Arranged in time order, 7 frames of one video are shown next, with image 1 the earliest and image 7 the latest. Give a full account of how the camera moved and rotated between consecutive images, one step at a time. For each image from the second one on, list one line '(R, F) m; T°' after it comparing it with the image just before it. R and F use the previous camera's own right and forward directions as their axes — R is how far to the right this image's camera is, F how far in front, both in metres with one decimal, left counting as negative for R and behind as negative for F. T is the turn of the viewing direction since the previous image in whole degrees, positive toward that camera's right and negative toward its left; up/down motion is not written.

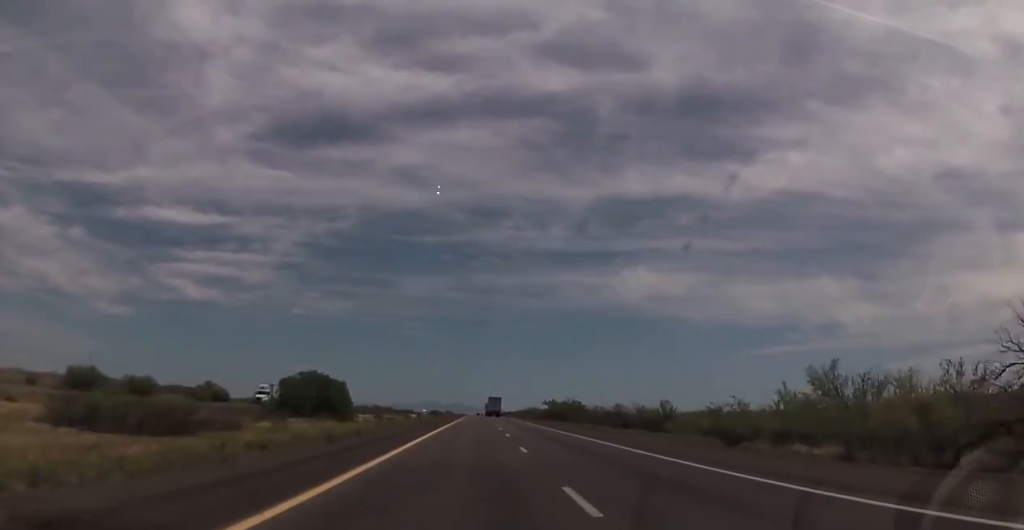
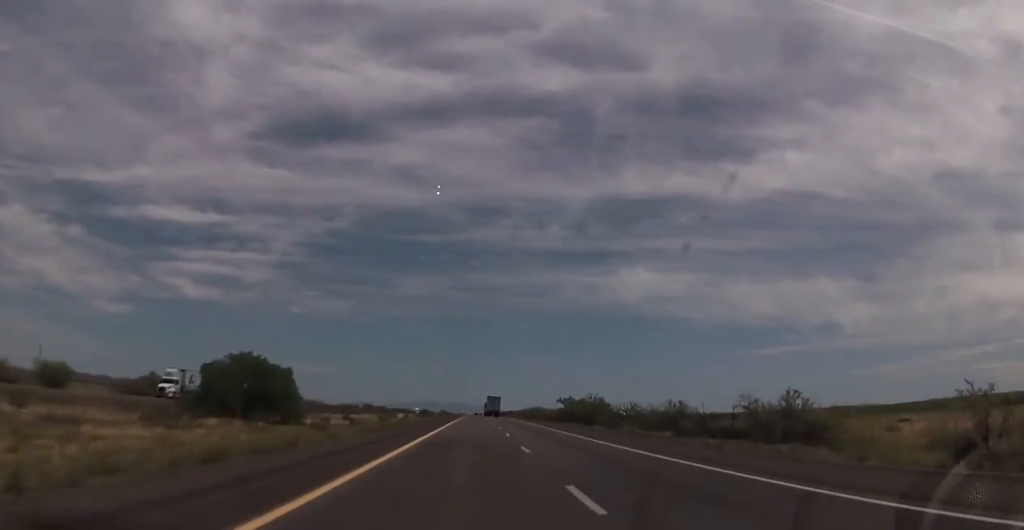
(-0.3, +24.2) m; 0°
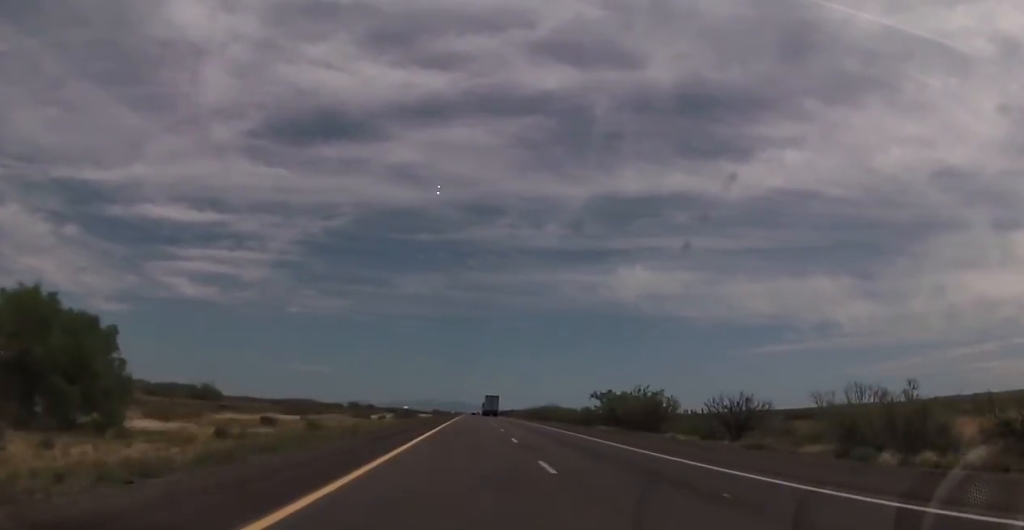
(+0.2, +31.3) m; 0°
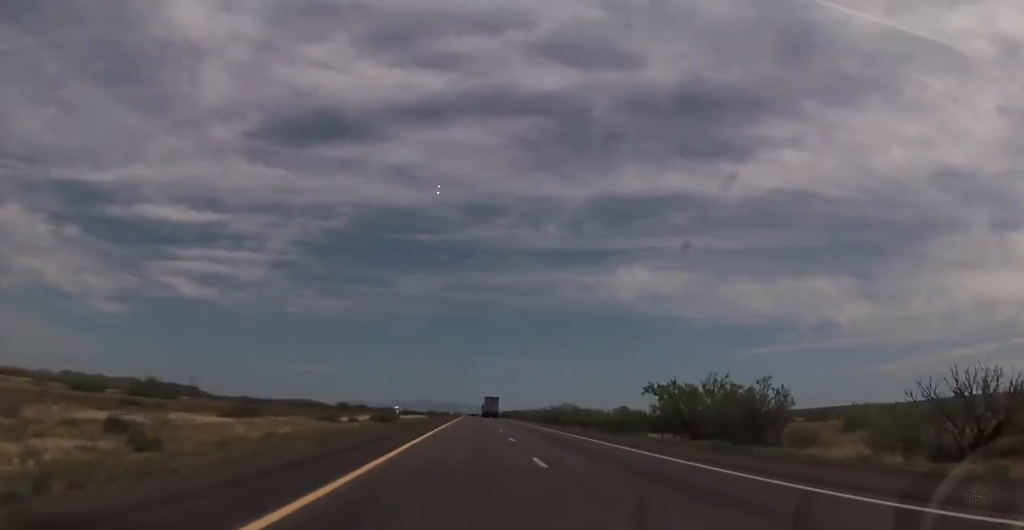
(+0.1, +22.8) m; 0°
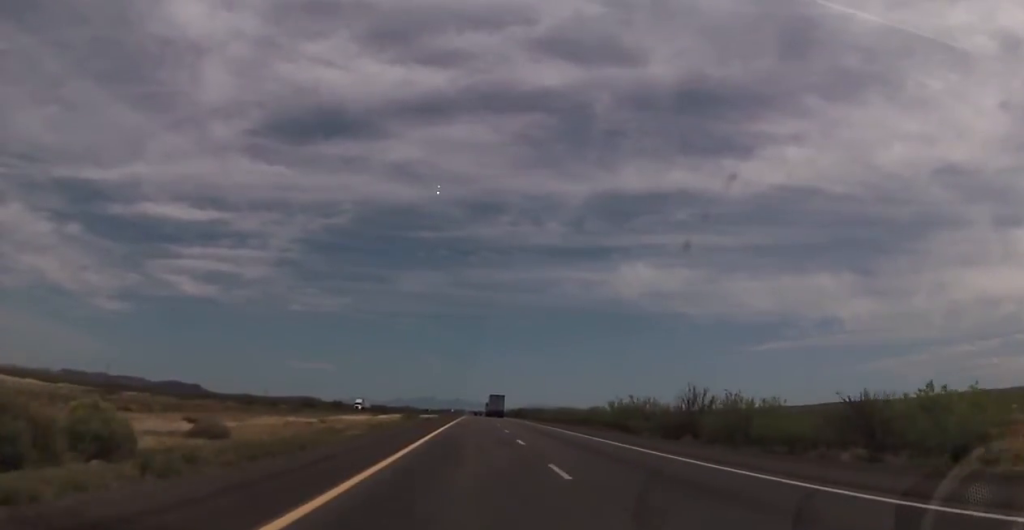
(+0.1, +63.8) m; 0°
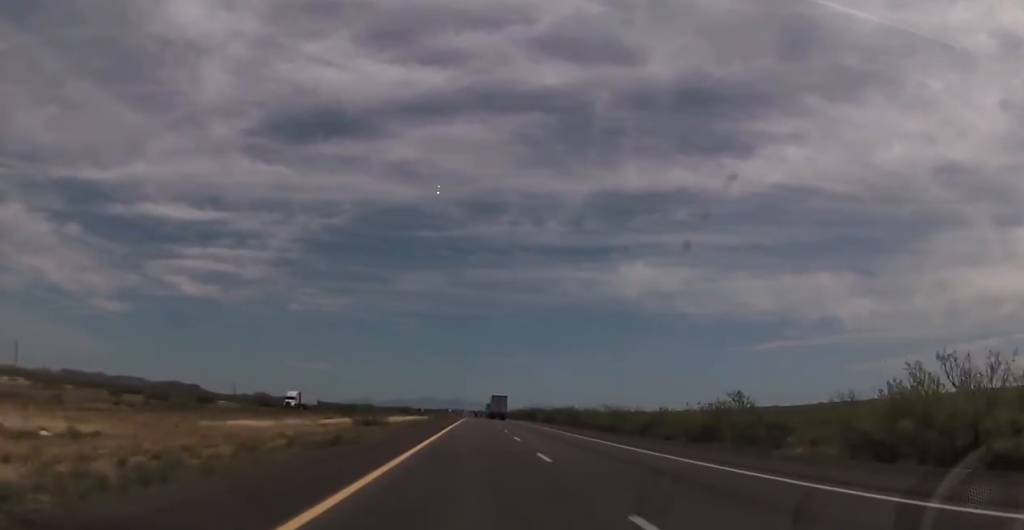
(-0.4, +44.5) m; 0°
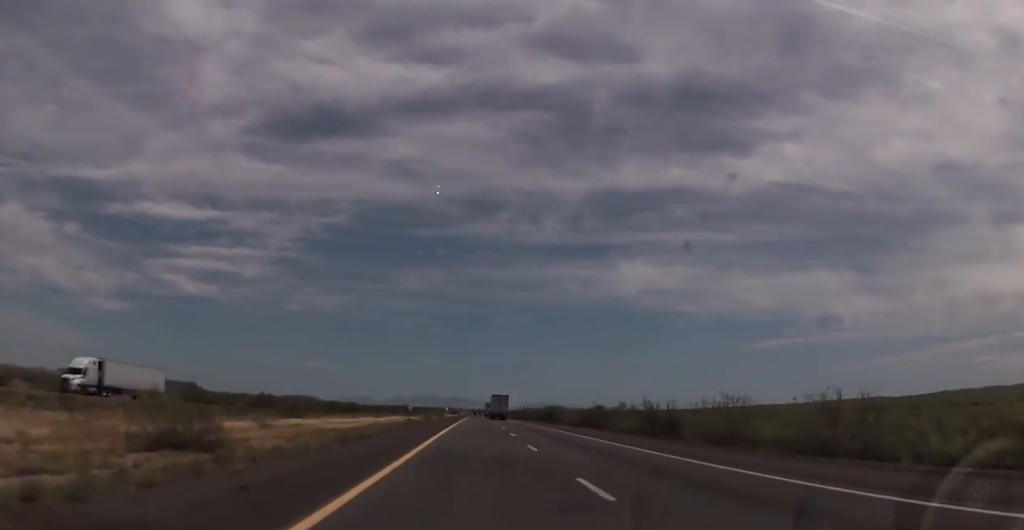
(+0.2, +44.2) m; 0°
